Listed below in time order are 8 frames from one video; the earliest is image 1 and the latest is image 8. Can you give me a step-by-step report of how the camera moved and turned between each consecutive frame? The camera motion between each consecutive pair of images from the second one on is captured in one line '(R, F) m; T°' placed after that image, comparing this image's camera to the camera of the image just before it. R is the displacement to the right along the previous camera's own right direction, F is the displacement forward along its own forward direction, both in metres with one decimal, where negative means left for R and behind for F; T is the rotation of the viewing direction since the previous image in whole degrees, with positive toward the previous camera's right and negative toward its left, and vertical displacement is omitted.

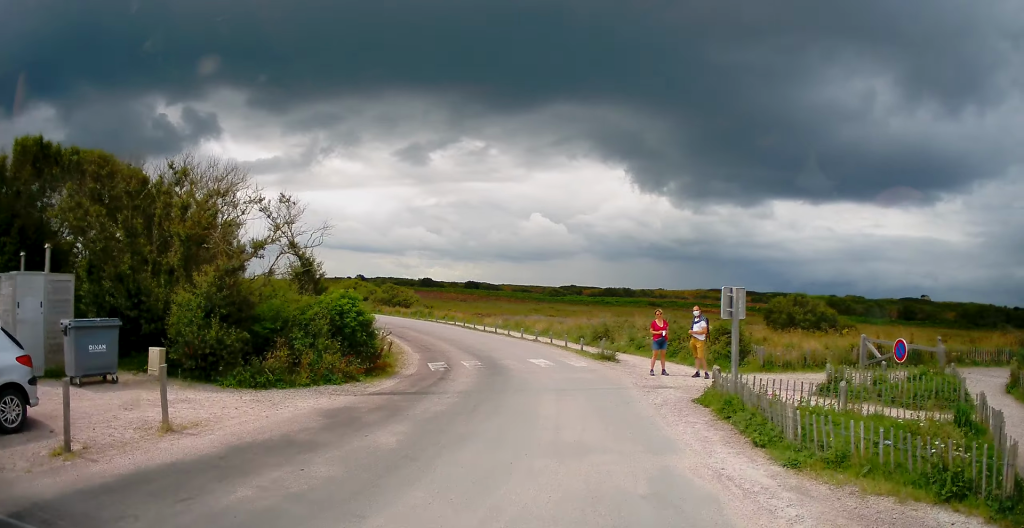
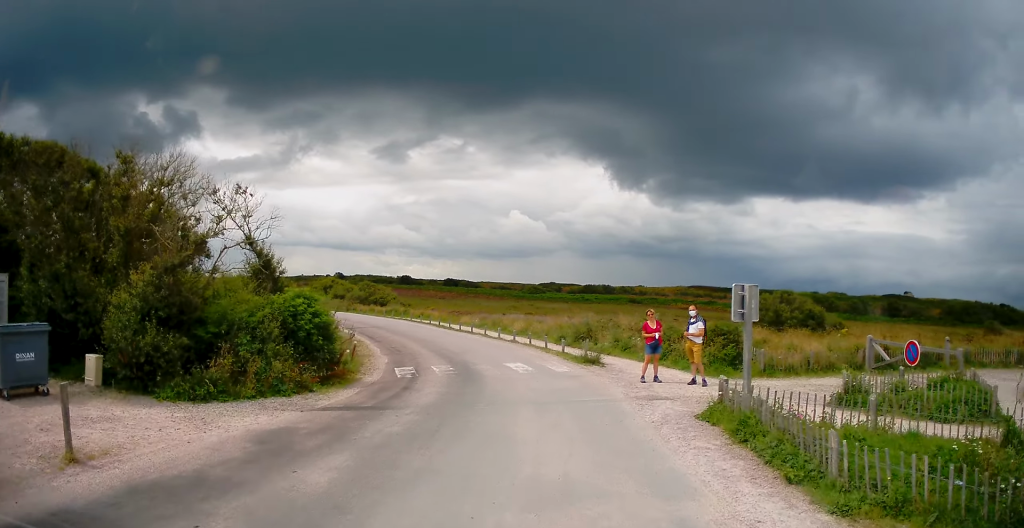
(+0.1, +1.5) m; +3°
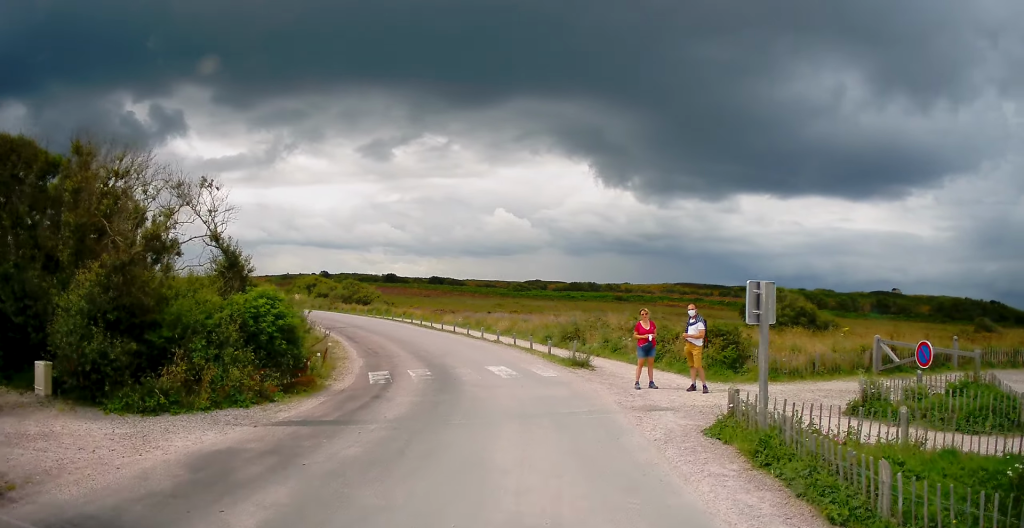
(0.0, +1.2) m; +2°
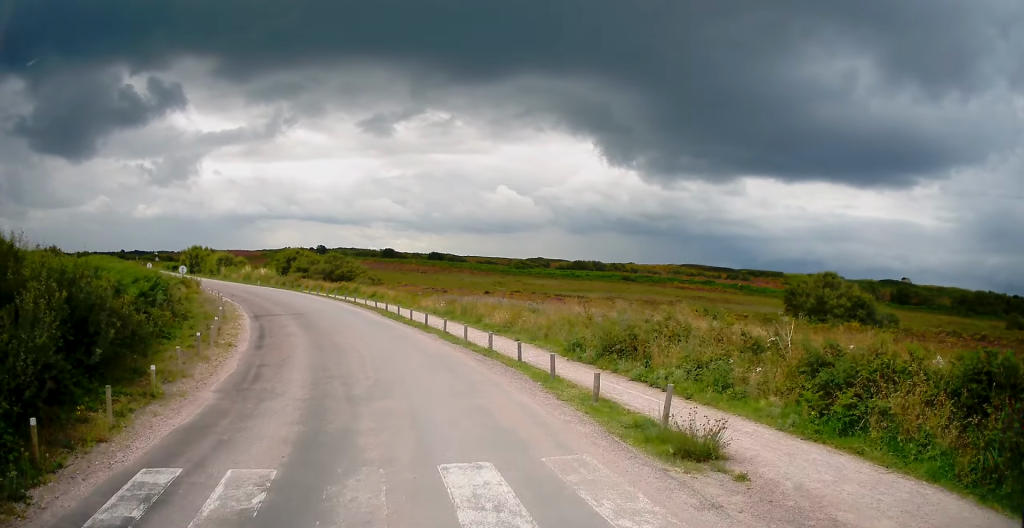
(-0.5, +9.6) m; -8°
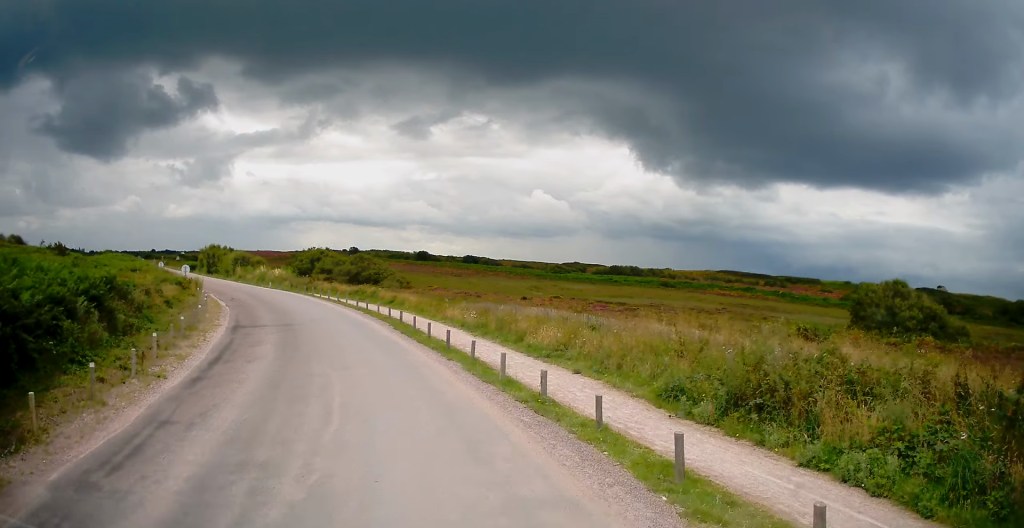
(-0.1, +4.8) m; -1°
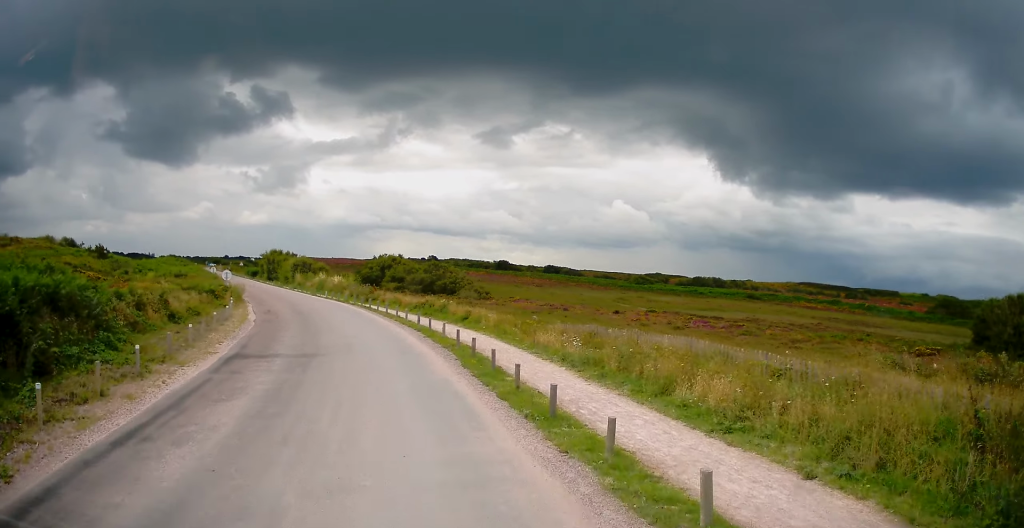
(0.0, +5.6) m; -1°
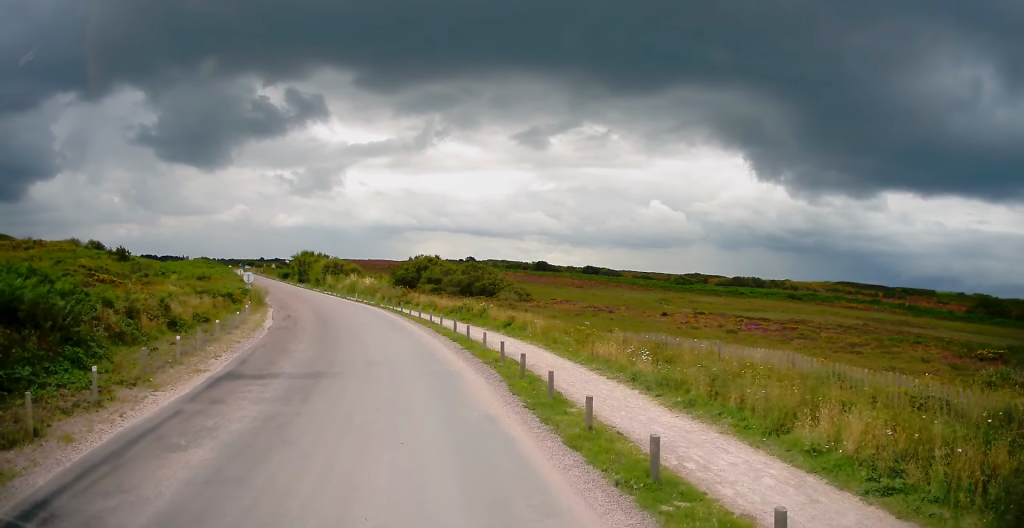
(-0.1, +2.5) m; -3°
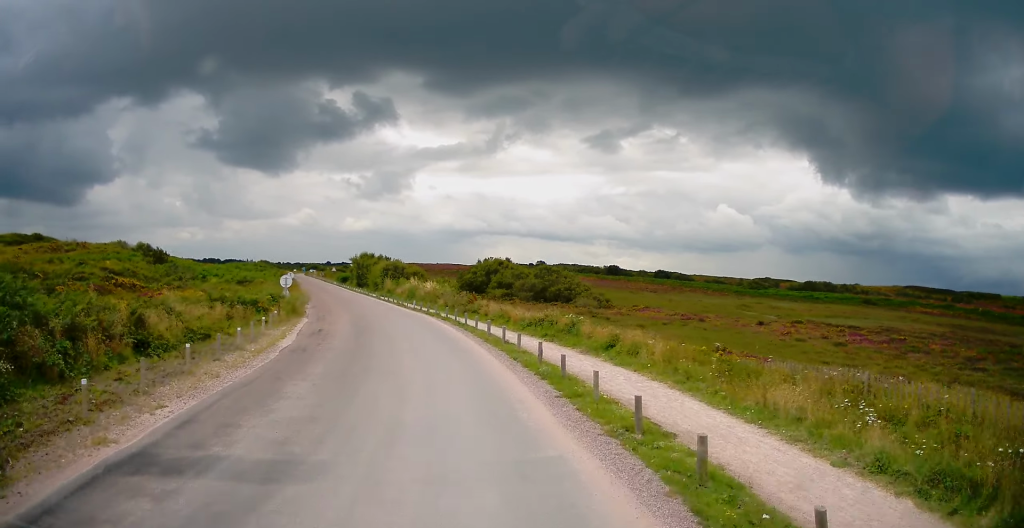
(-0.3, +5.2) m; -8°
